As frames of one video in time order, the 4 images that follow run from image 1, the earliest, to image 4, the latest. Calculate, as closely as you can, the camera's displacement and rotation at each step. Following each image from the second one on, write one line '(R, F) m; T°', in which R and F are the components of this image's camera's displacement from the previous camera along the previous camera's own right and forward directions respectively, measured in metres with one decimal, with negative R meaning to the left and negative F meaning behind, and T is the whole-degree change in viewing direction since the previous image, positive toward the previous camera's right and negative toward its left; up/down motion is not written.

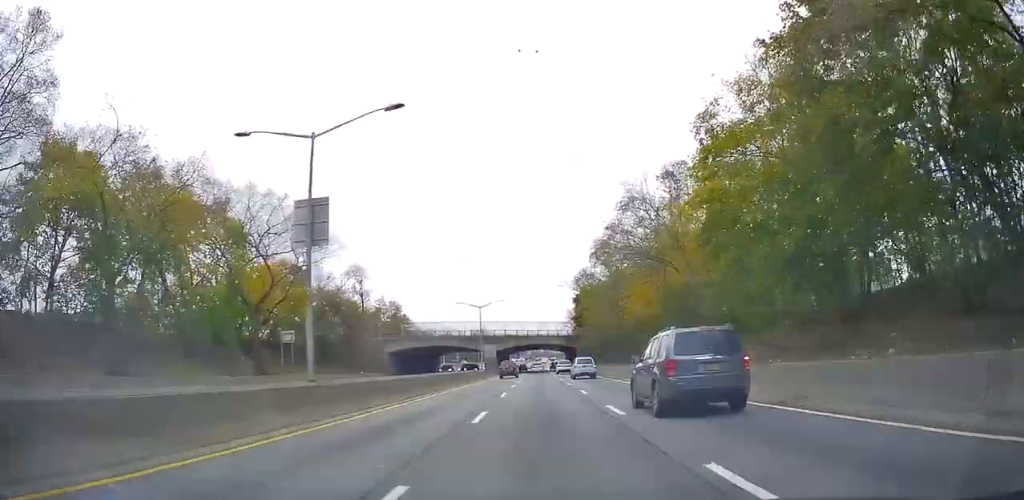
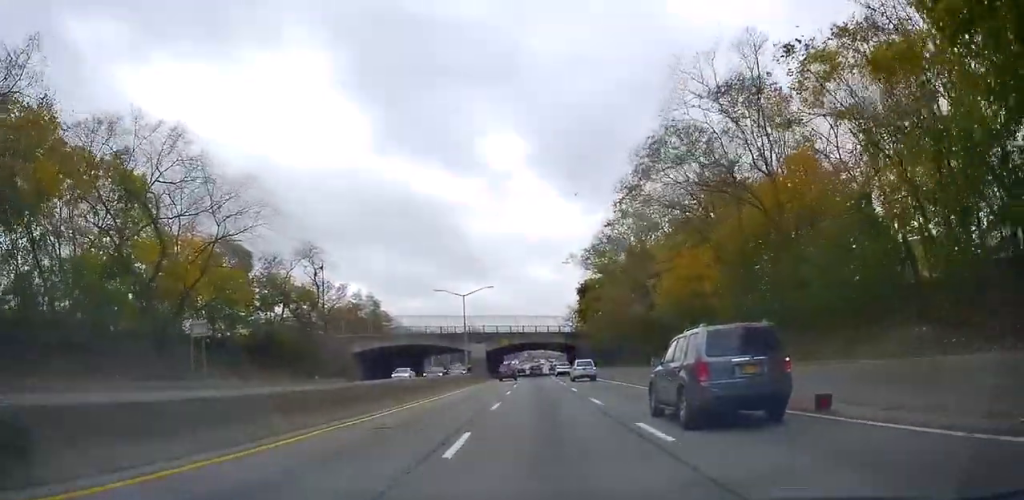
(+0.1, +14.6) m; +1°
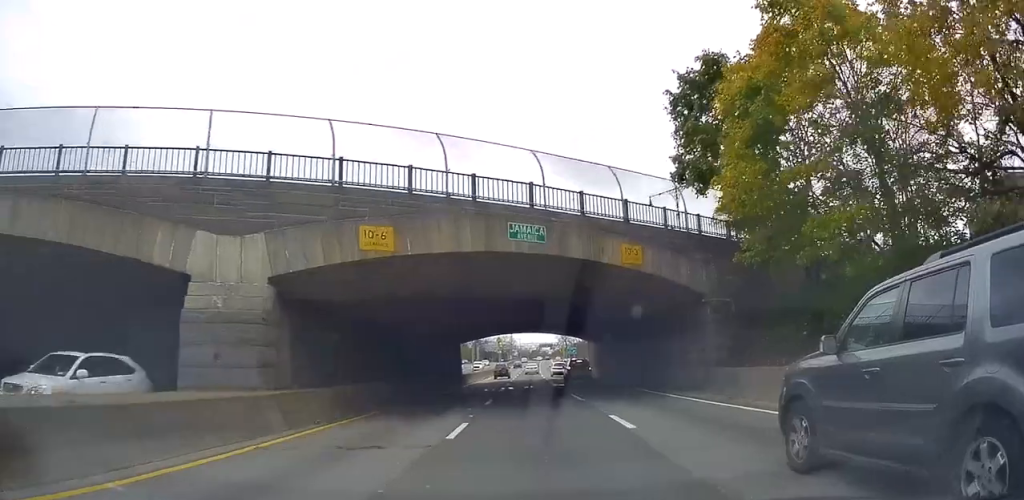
(+0.3, +57.9) m; 0°
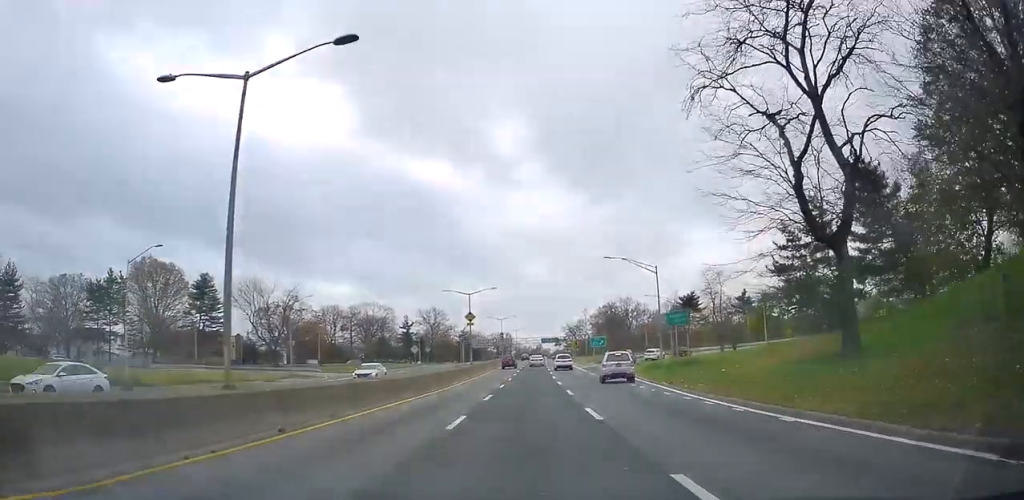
(+0.6, +58.0) m; +1°
